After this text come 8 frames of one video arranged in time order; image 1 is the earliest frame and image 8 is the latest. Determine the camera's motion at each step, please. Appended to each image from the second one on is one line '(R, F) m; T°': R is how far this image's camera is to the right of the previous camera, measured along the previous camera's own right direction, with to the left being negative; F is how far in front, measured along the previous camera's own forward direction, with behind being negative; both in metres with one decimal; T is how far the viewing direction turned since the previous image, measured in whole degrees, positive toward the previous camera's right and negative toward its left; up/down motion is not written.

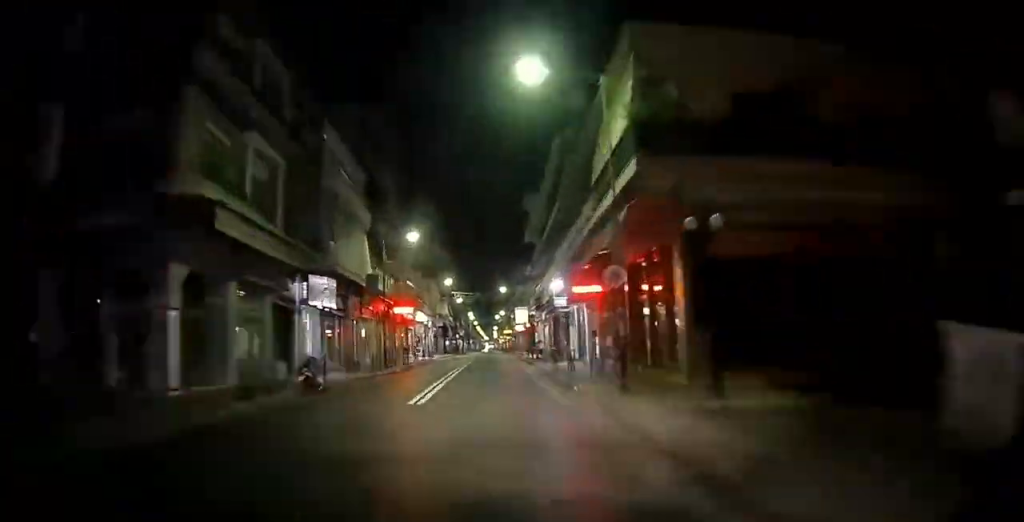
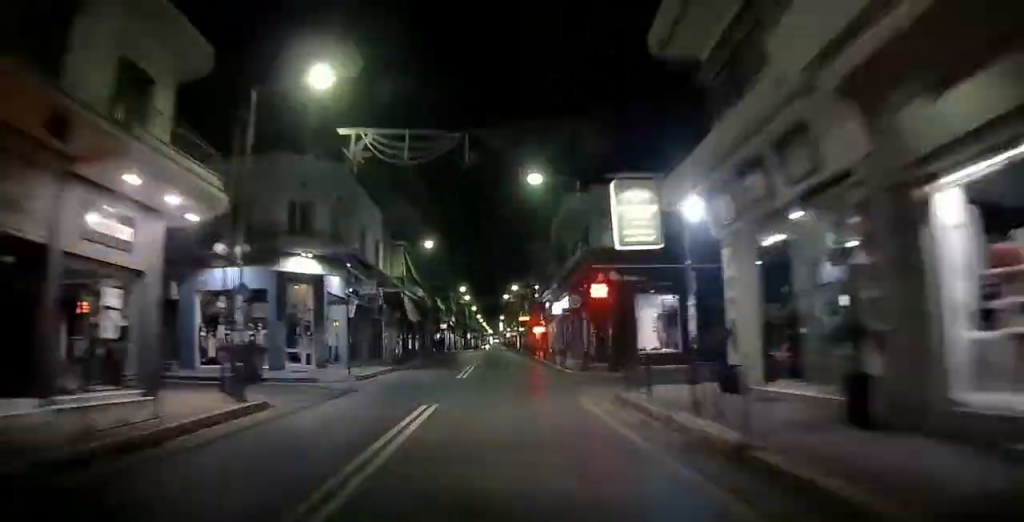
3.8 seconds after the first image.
(+0.6, +45.5) m; +1°
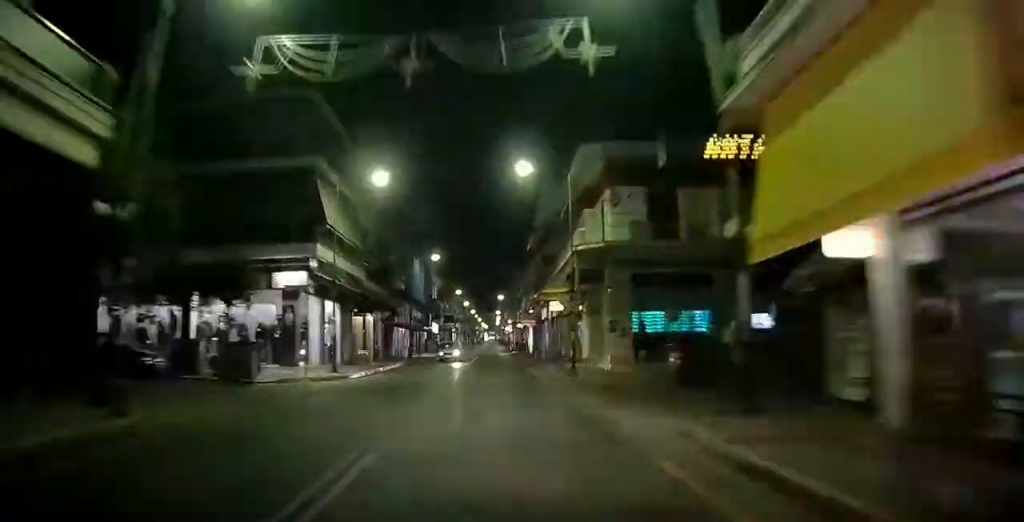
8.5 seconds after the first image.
(-0.2, +63.3) m; 0°
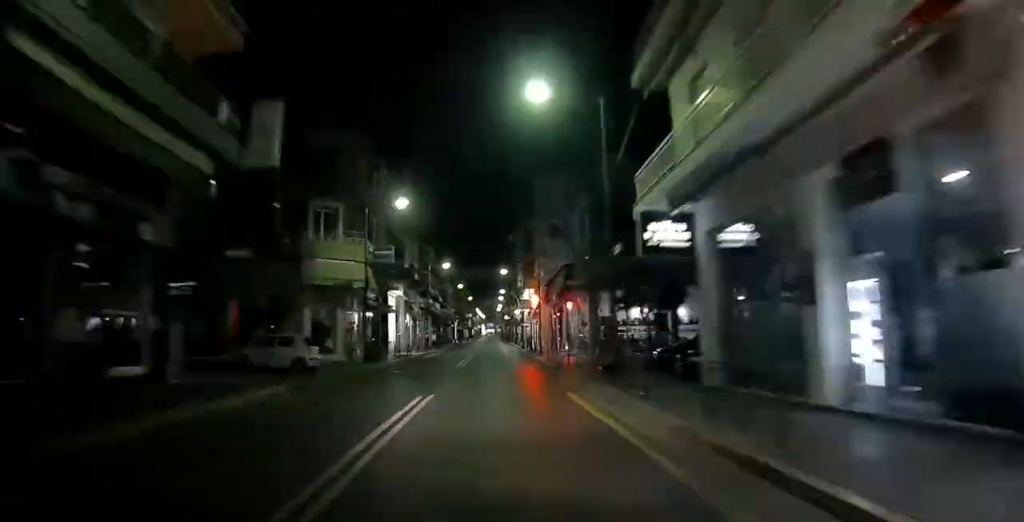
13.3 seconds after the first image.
(-0.3, +71.3) m; +1°
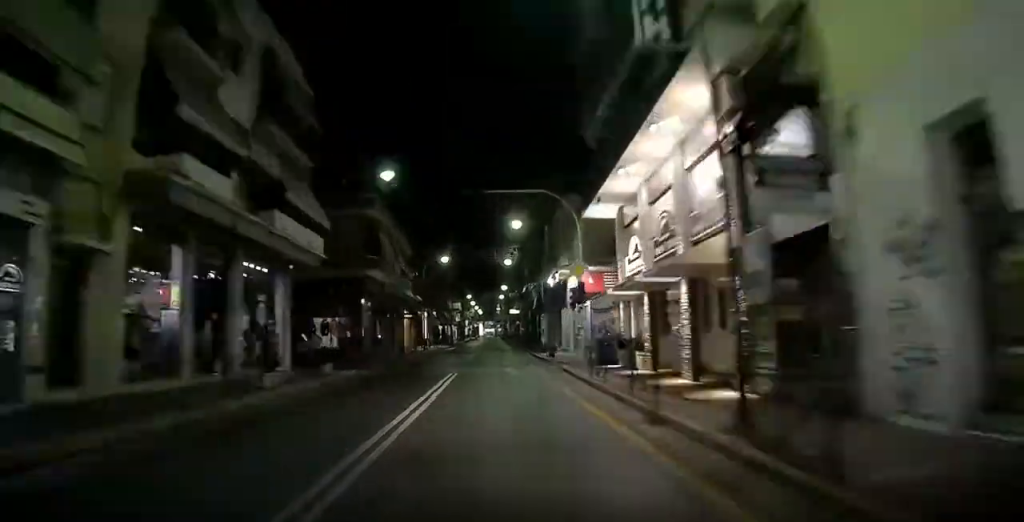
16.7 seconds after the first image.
(+0.8, +50.2) m; 0°
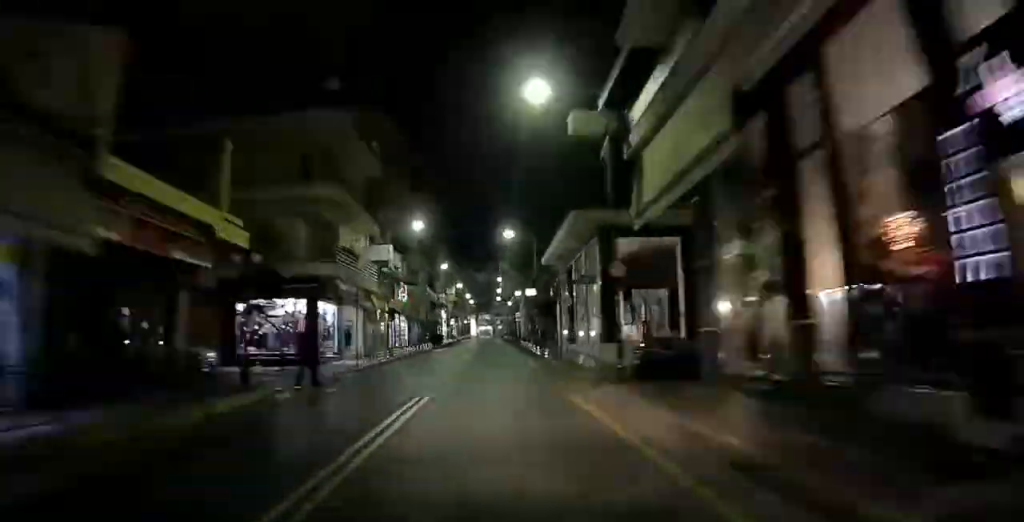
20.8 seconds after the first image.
(+0.2, +60.7) m; 0°
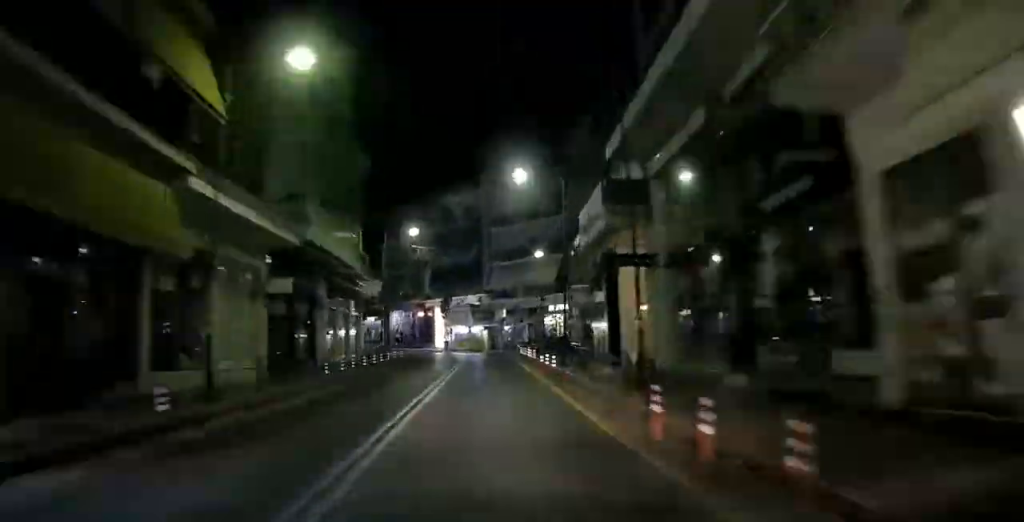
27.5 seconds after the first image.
(+0.3, +88.1) m; -8°
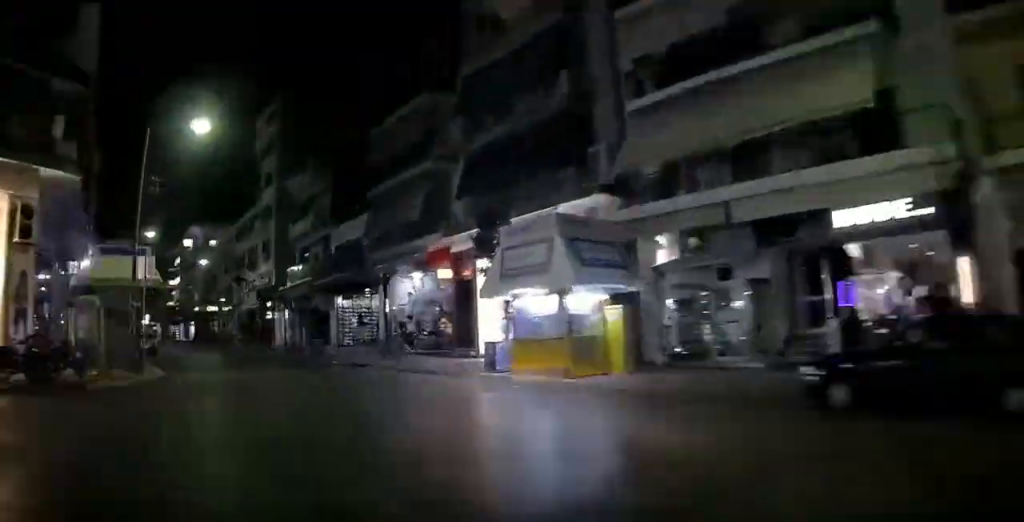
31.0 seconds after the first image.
(-4.7, +38.3) m; -13°
